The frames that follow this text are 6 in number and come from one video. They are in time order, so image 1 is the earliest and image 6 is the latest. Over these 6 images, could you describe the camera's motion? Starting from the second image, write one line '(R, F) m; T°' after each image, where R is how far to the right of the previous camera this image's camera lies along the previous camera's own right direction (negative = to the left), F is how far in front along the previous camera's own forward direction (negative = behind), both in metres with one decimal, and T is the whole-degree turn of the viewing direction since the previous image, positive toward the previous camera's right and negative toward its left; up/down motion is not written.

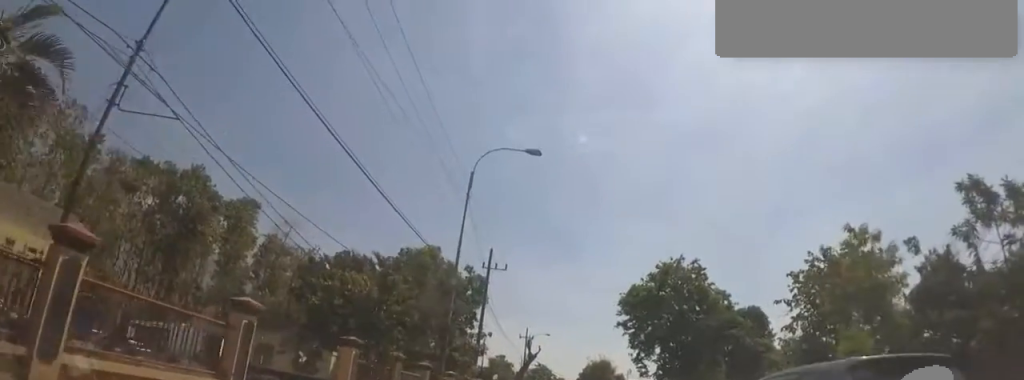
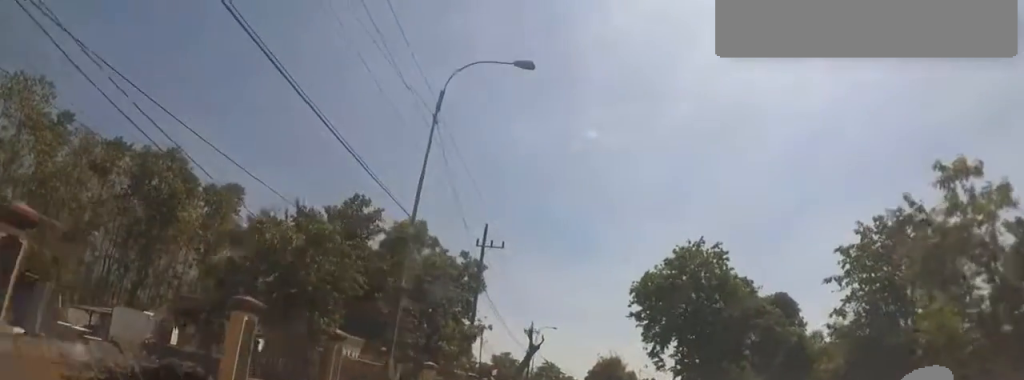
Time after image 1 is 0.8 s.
(0.0, +4.9) m; 0°
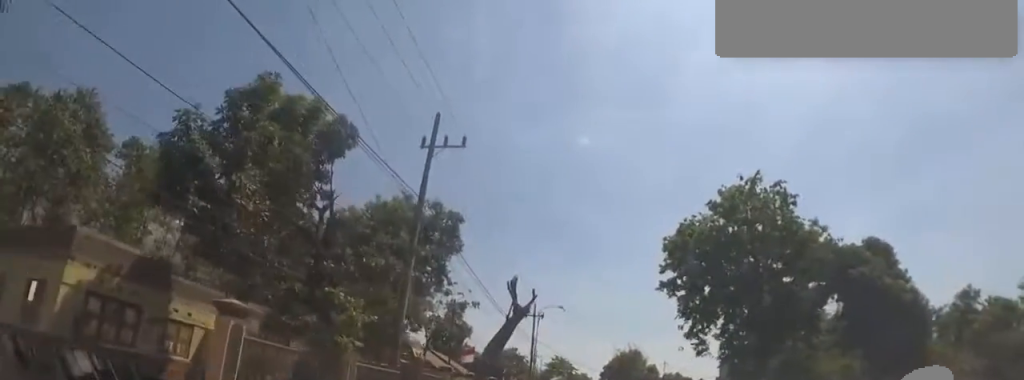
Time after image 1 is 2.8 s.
(0.0, +12.4) m; 0°
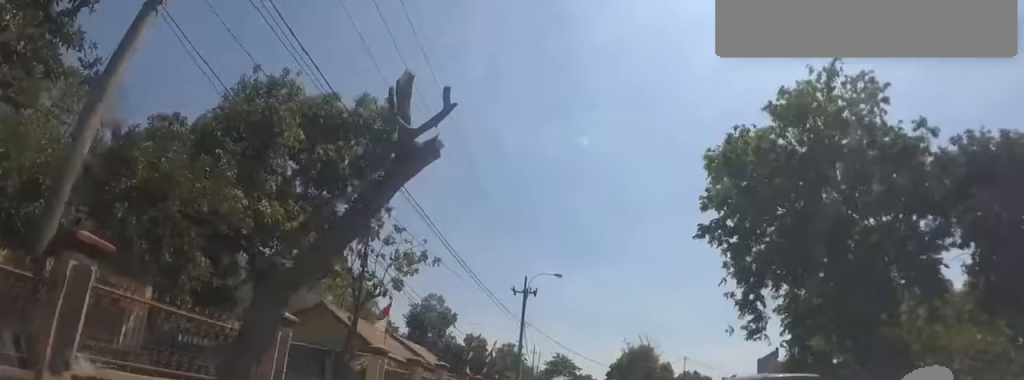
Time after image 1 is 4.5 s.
(0.0, +11.9) m; 0°
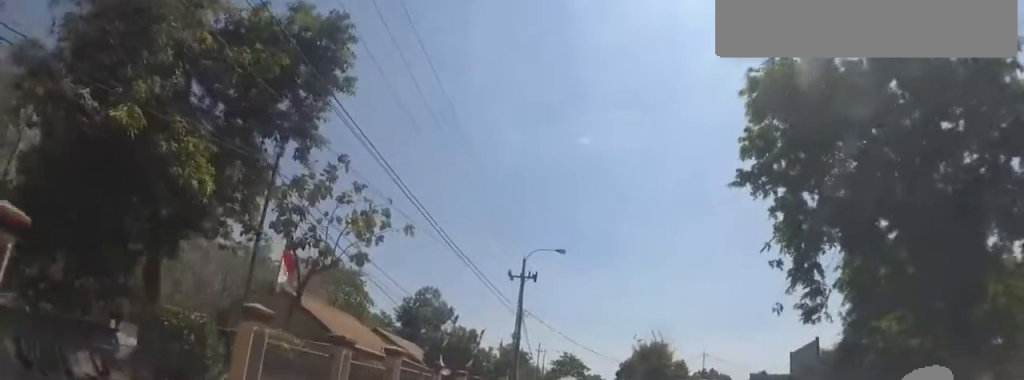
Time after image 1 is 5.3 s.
(0.0, +5.6) m; 0°
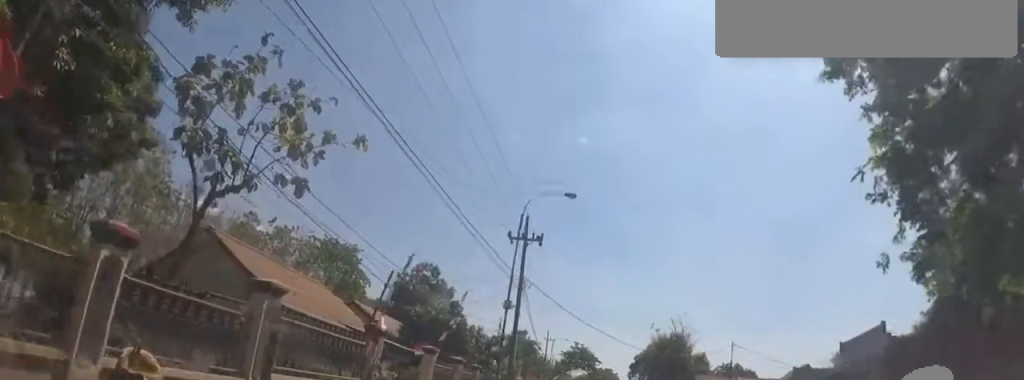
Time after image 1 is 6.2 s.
(0.0, +6.2) m; 0°
